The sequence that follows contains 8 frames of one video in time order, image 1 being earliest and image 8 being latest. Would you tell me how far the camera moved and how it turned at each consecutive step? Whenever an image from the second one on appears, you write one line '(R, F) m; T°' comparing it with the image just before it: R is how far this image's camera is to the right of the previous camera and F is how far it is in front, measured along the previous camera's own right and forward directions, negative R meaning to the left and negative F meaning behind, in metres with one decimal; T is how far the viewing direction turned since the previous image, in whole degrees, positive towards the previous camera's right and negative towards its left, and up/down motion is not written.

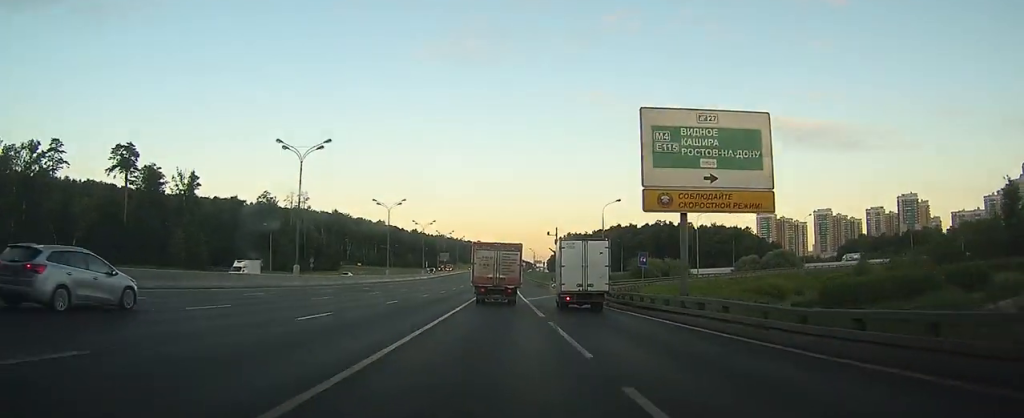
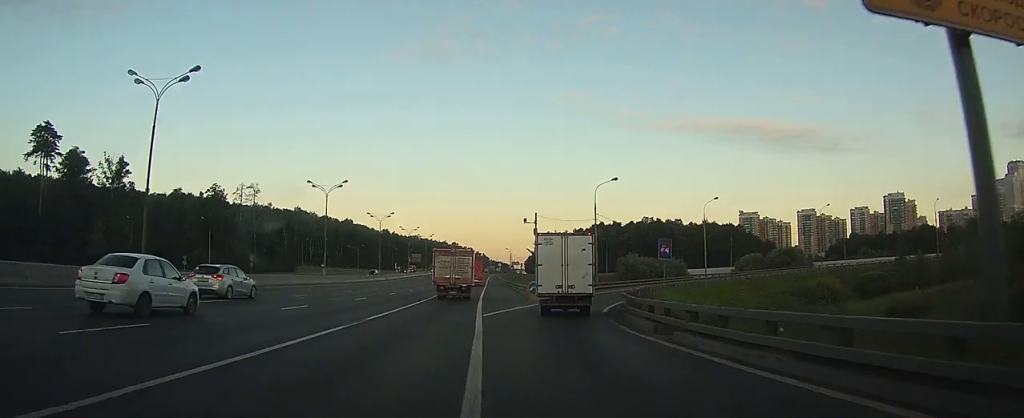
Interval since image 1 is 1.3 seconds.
(-1.7, +18.0) m; -3°
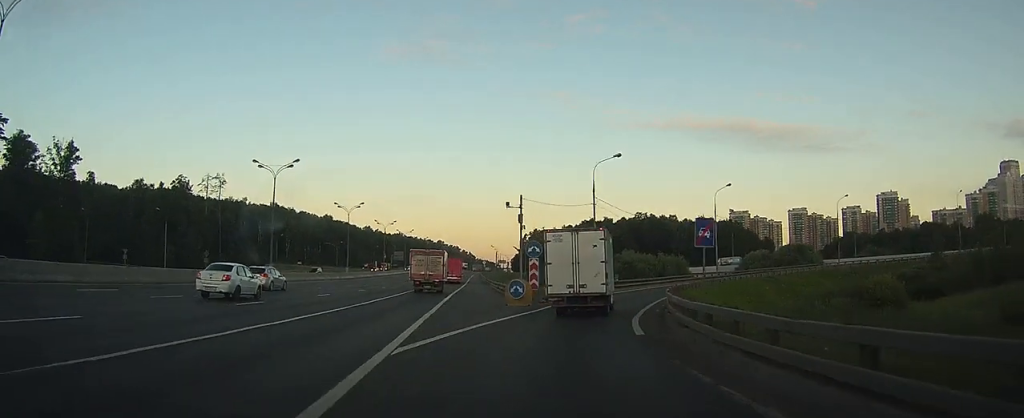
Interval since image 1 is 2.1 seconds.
(+0.5, +12.1) m; +7°
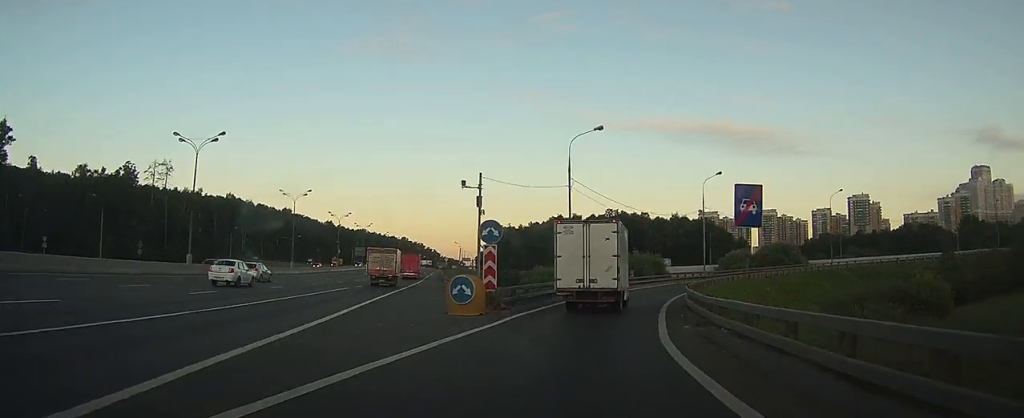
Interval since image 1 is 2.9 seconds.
(+0.8, +9.9) m; +5°
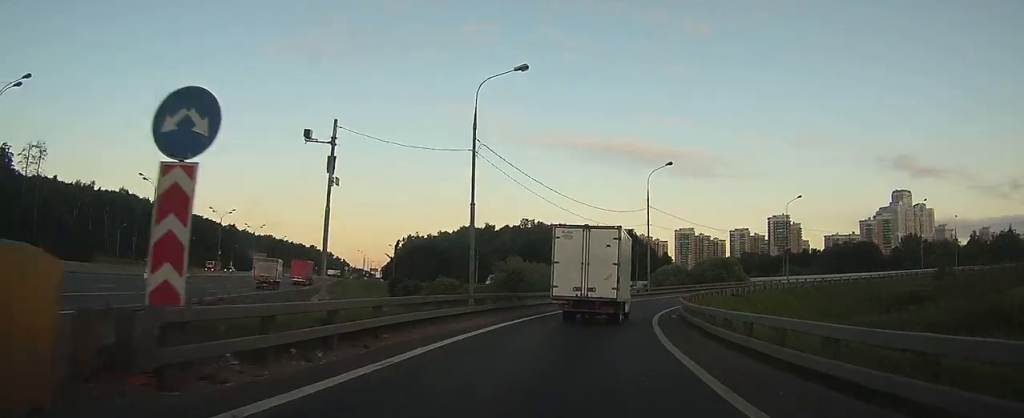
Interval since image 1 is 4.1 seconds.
(+0.8, +15.7) m; +4°
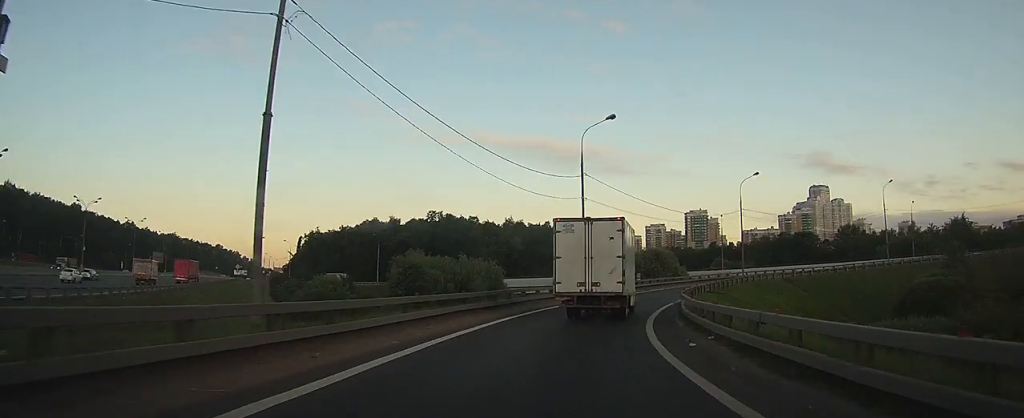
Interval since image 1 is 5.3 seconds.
(+0.5, +15.3) m; +6°
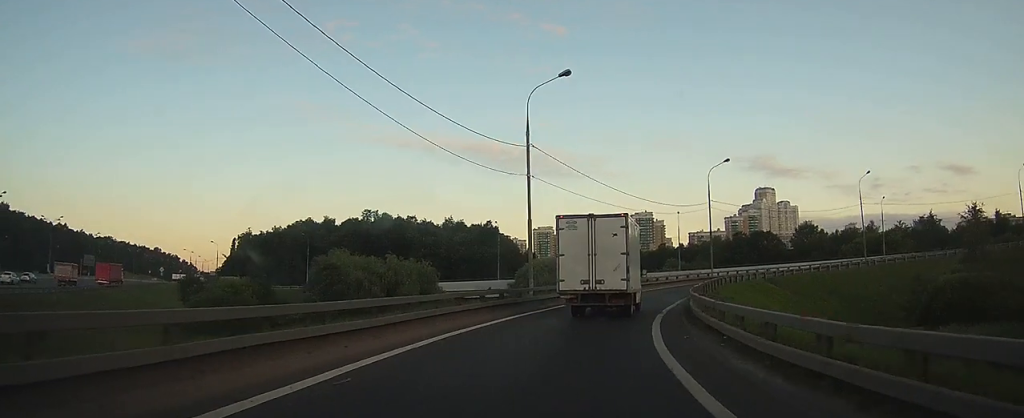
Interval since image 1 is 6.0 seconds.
(+0.5, +9.6) m; +5°
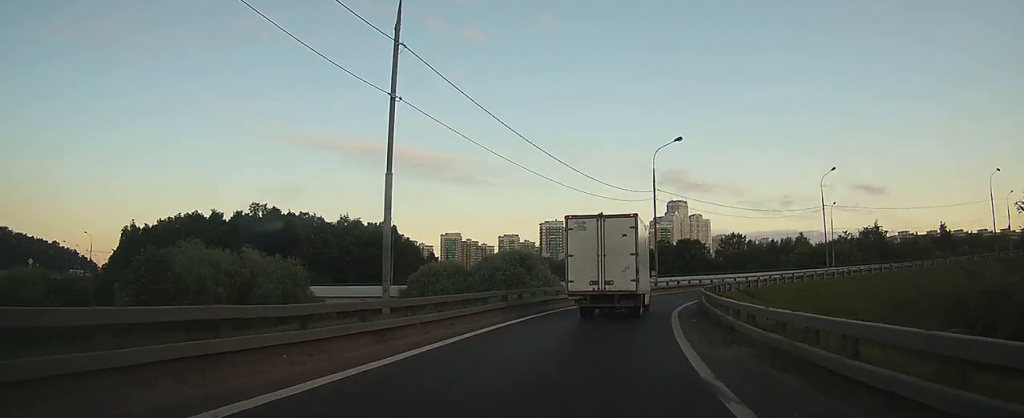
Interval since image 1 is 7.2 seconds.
(+0.9, +14.7) m; +8°
